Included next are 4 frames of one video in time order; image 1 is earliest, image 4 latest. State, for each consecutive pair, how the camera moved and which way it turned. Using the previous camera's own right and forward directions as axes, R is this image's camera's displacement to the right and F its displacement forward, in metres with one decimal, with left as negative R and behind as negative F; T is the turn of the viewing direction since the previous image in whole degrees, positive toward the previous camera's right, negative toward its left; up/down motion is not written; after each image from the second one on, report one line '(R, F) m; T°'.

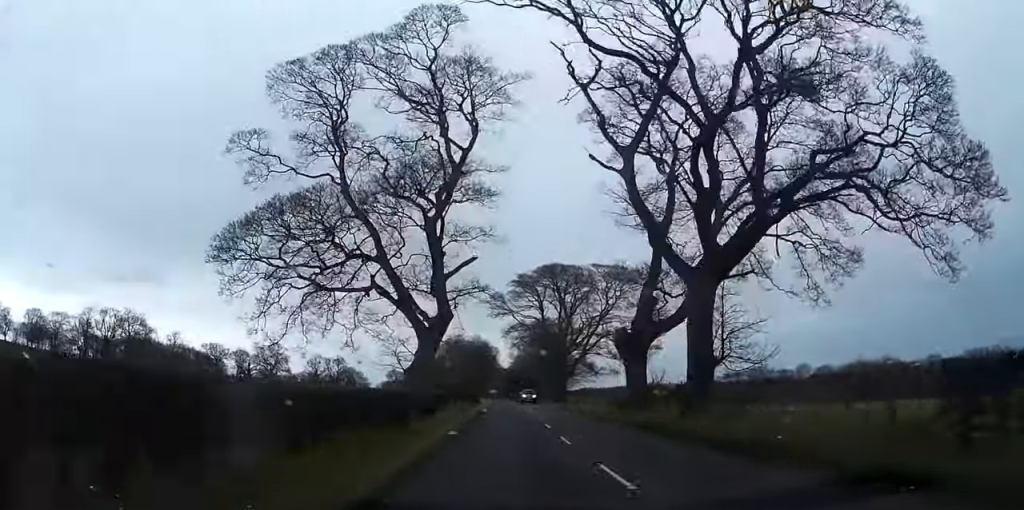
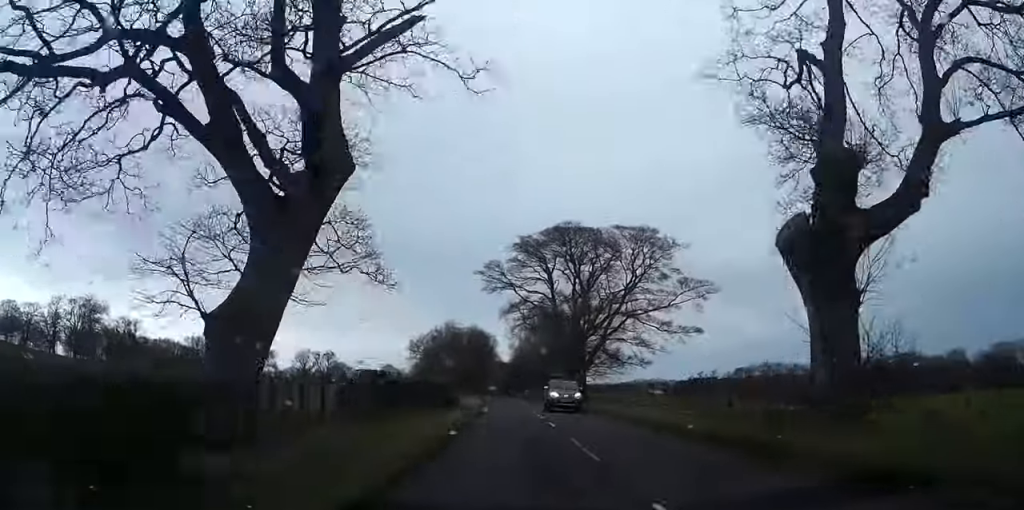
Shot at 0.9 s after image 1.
(-0.1, +23.3) m; 0°
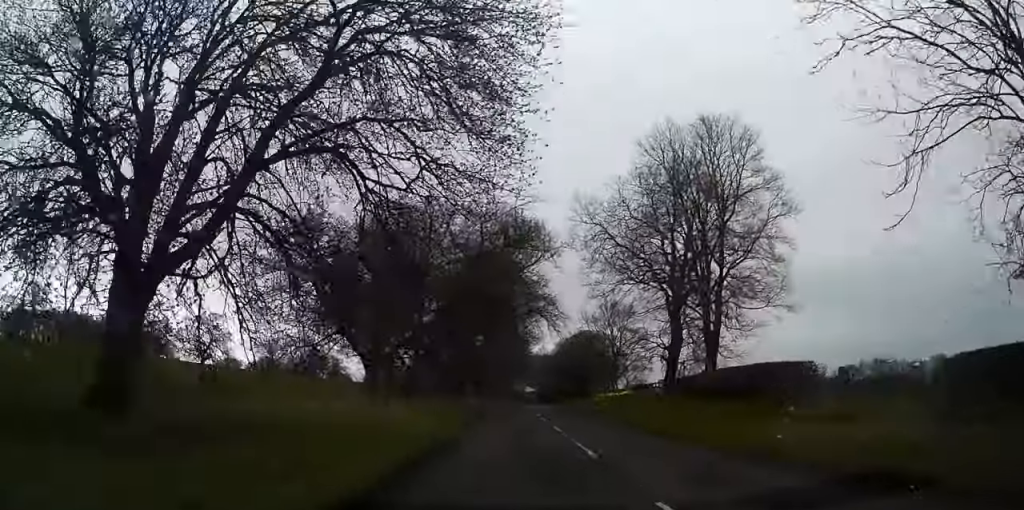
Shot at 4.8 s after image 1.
(-2.8, +104.1) m; -3°
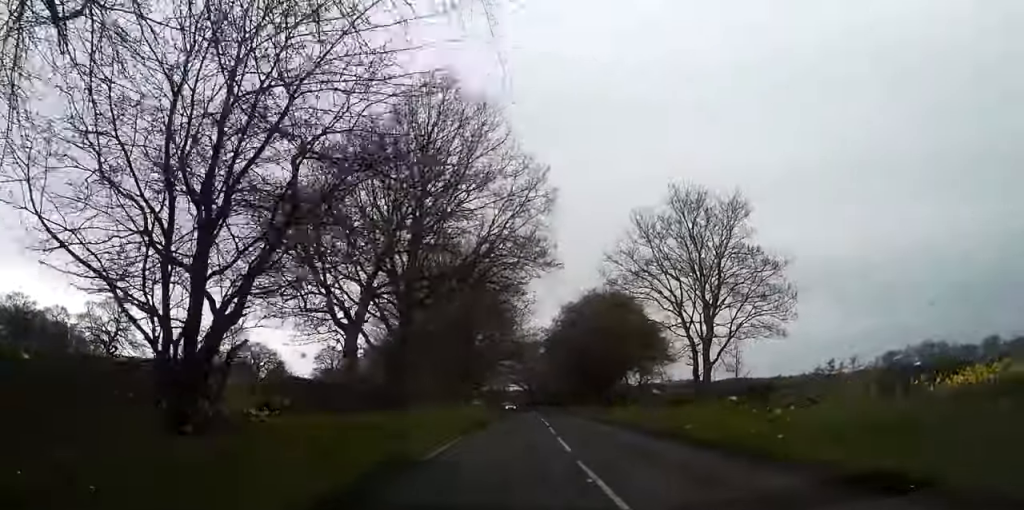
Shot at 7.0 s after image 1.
(+0.8, +57.7) m; +2°
